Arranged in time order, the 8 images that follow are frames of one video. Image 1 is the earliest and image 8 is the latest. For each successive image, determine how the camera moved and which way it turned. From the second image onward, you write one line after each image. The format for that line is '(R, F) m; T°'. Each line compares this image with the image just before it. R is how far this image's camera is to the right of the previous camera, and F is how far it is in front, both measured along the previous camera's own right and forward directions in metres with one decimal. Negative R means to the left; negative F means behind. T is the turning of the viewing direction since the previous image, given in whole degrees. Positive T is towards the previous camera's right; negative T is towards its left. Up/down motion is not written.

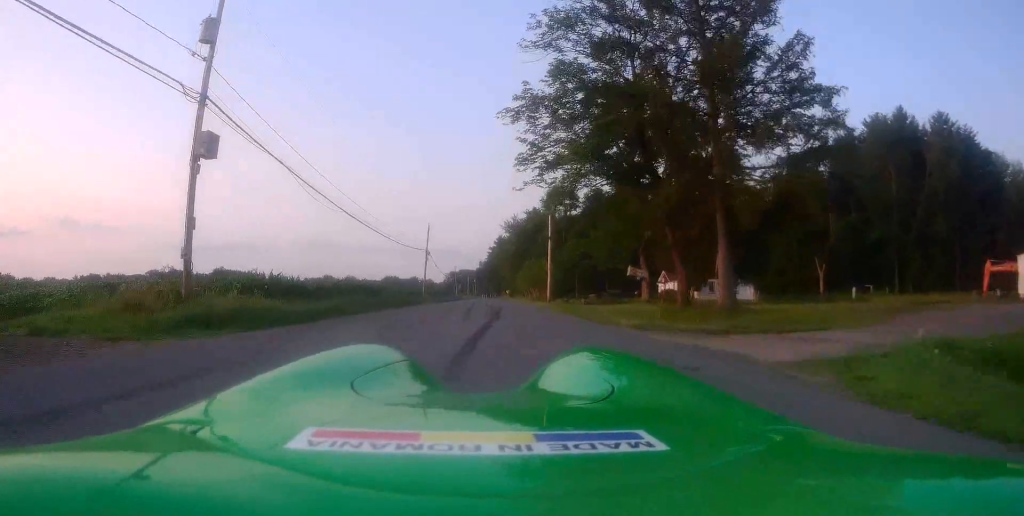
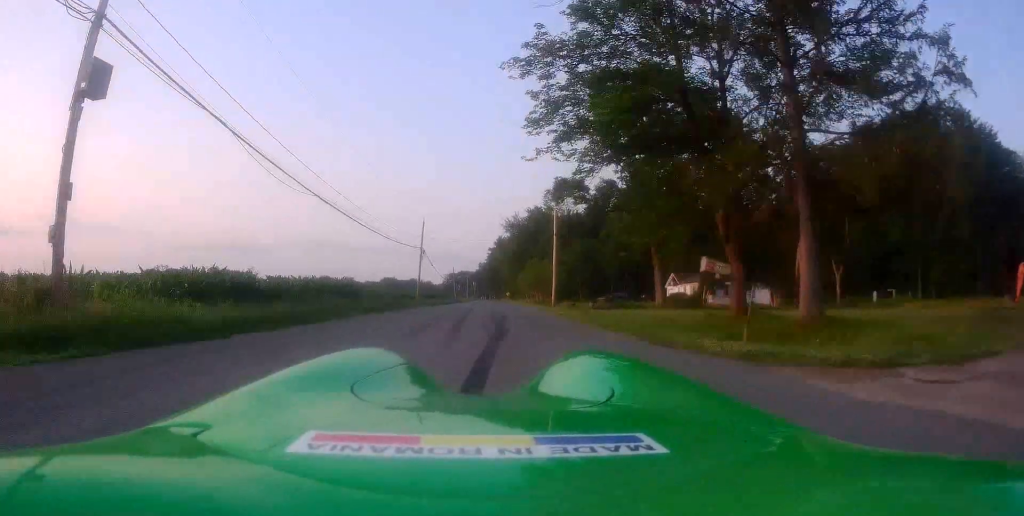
(+0.1, +5.6) m; +1°
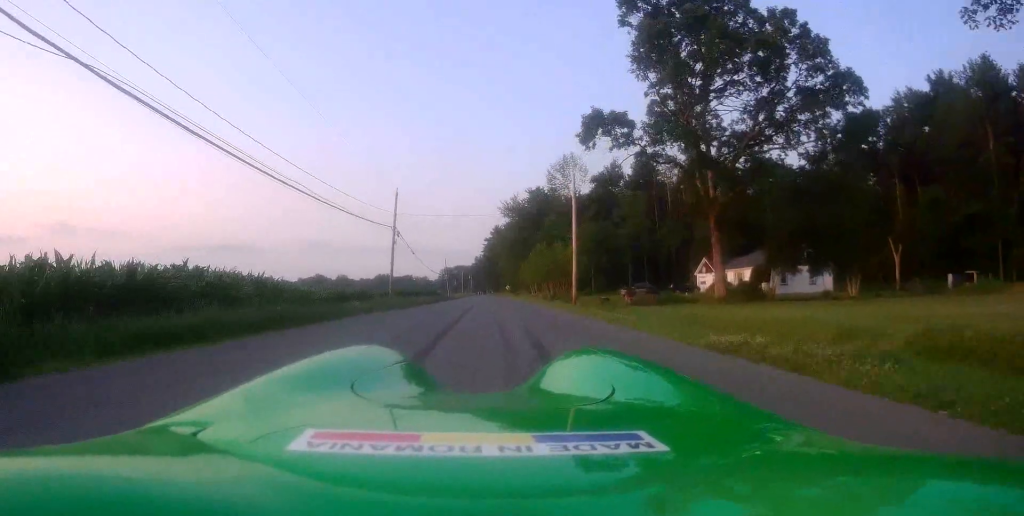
(+0.2, +17.4) m; +2°
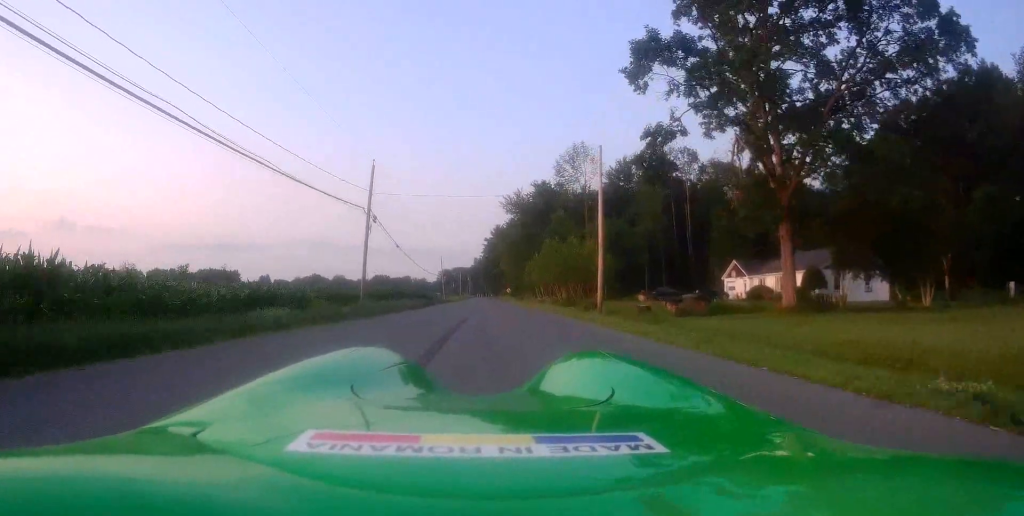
(+0.3, +10.5) m; 0°
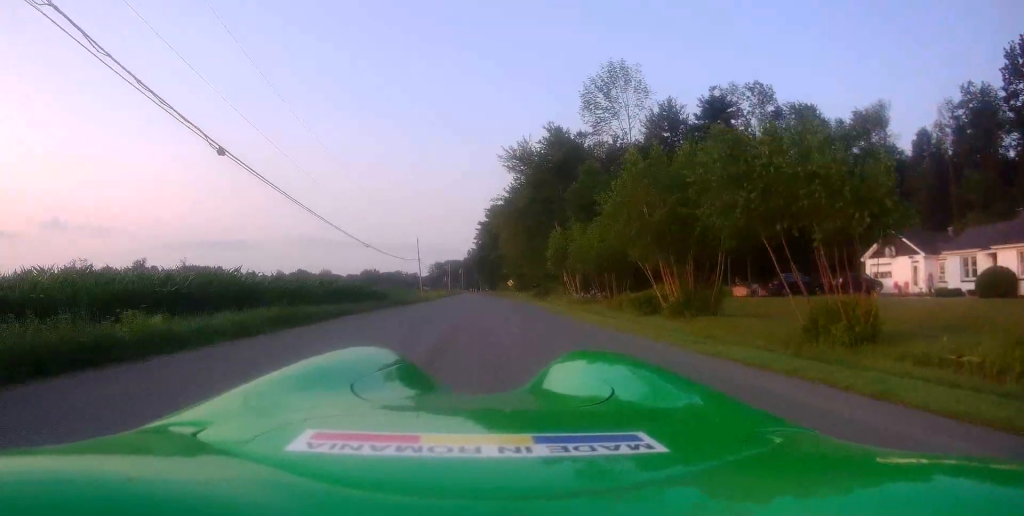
(-0.5, +32.1) m; -2°
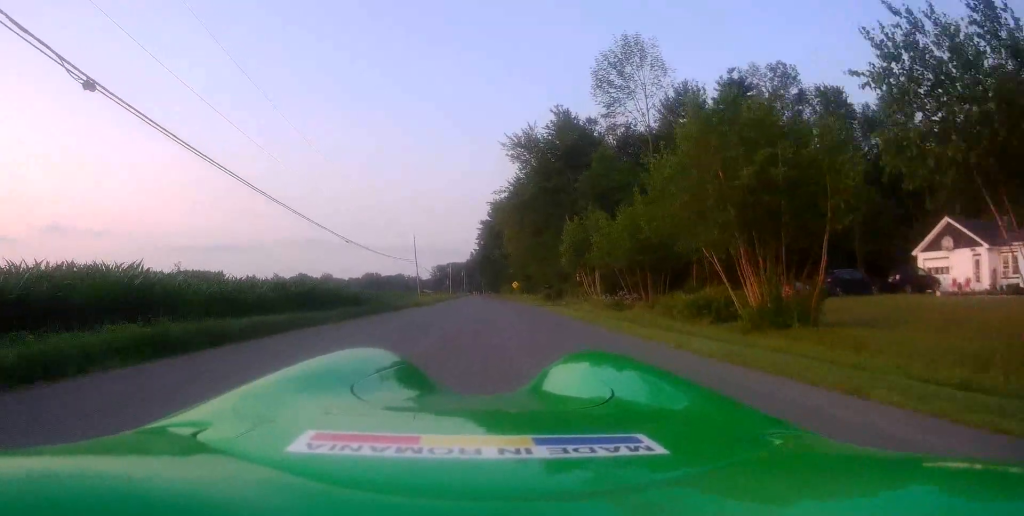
(-0.3, +6.3) m; 0°
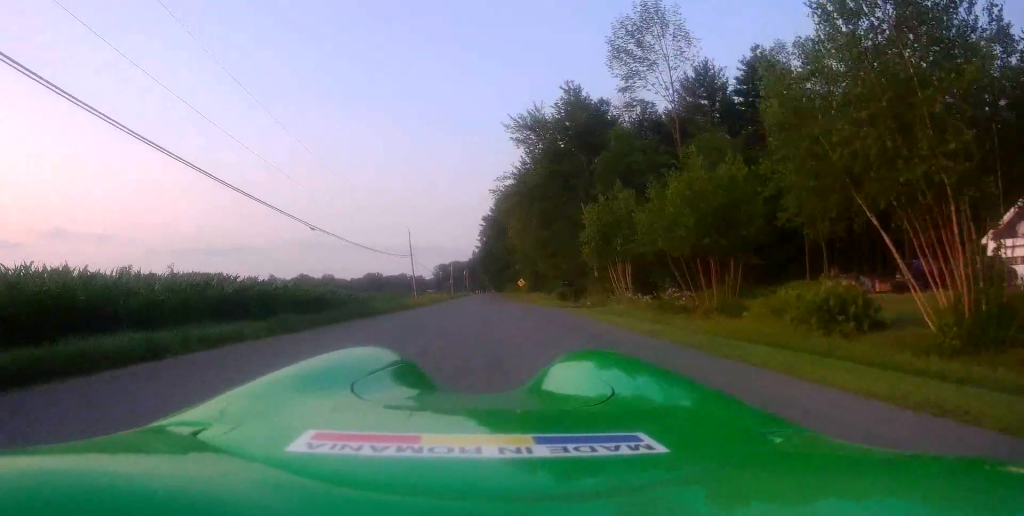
(-0.3, +7.2) m; 0°
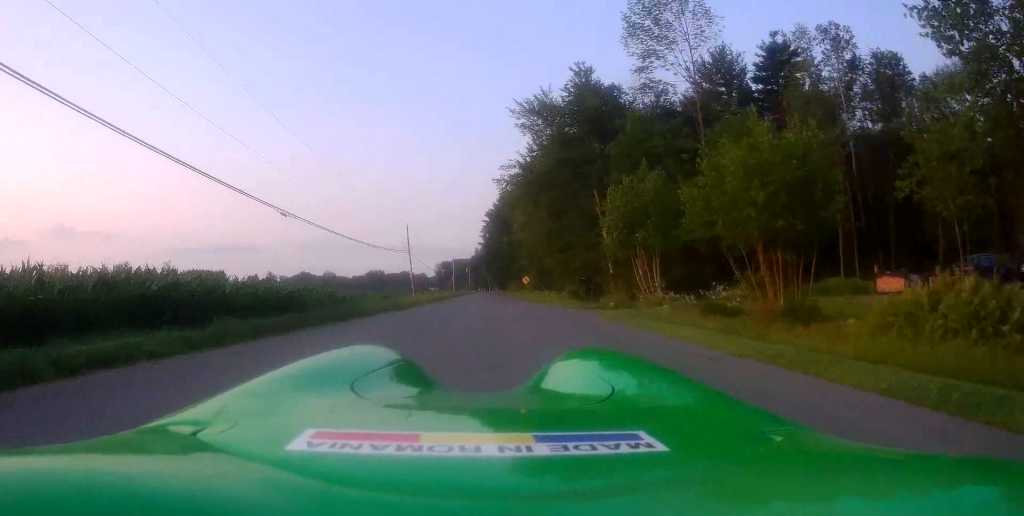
(+0.3, +4.4) m; 0°
